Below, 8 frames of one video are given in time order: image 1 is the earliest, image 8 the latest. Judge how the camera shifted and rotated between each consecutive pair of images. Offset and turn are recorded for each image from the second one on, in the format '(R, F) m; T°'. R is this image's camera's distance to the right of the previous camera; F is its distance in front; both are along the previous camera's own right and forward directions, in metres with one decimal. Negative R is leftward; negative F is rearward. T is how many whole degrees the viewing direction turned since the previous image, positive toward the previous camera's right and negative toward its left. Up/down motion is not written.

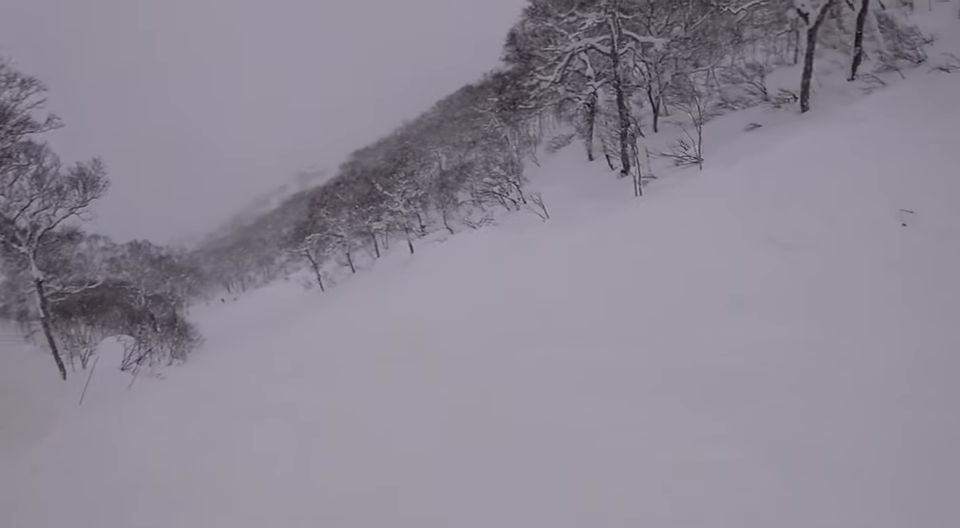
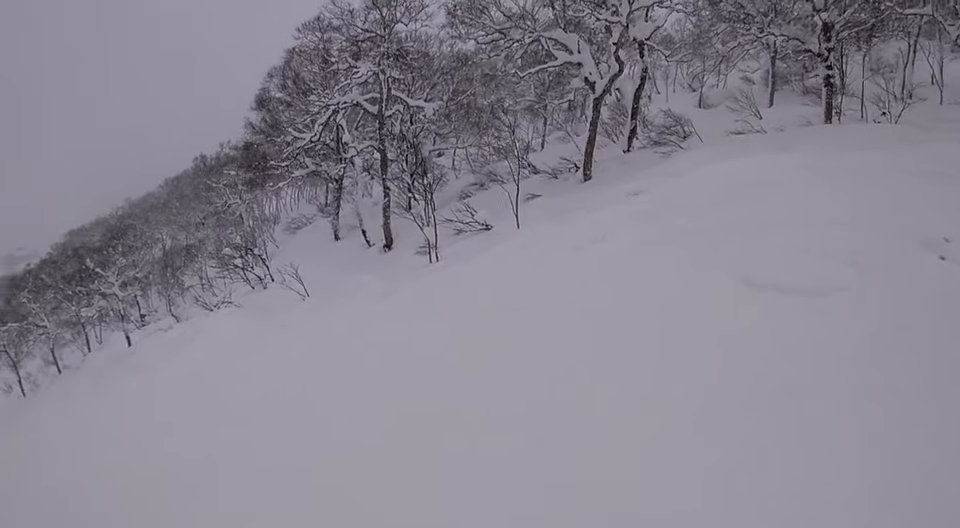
(+0.3, +5.0) m; +3°
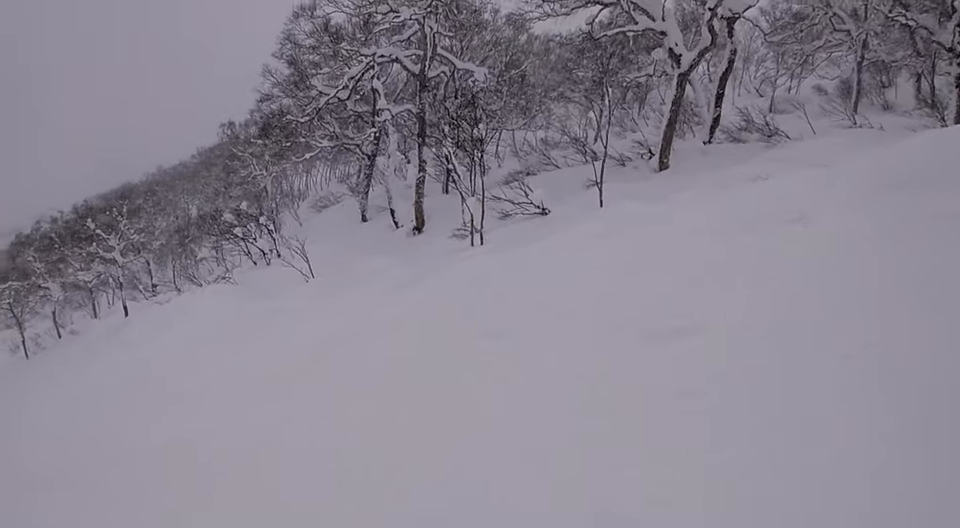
(0.0, +3.6) m; -7°
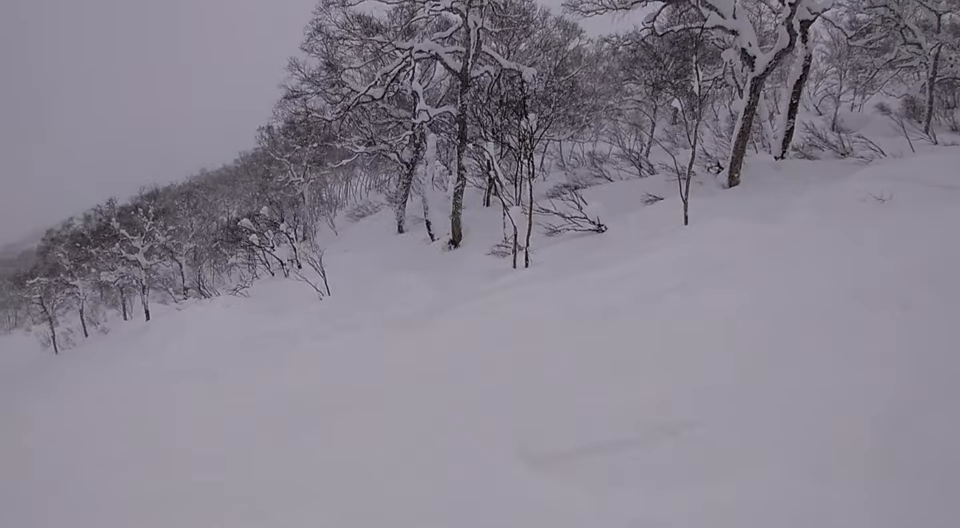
(+0.3, +2.4) m; -17°
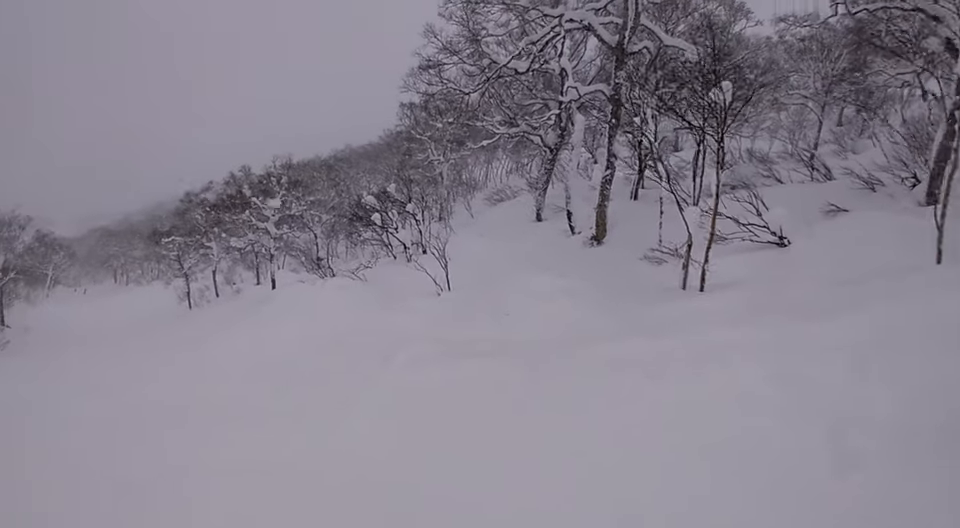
(-1.2, +2.5) m; -38°
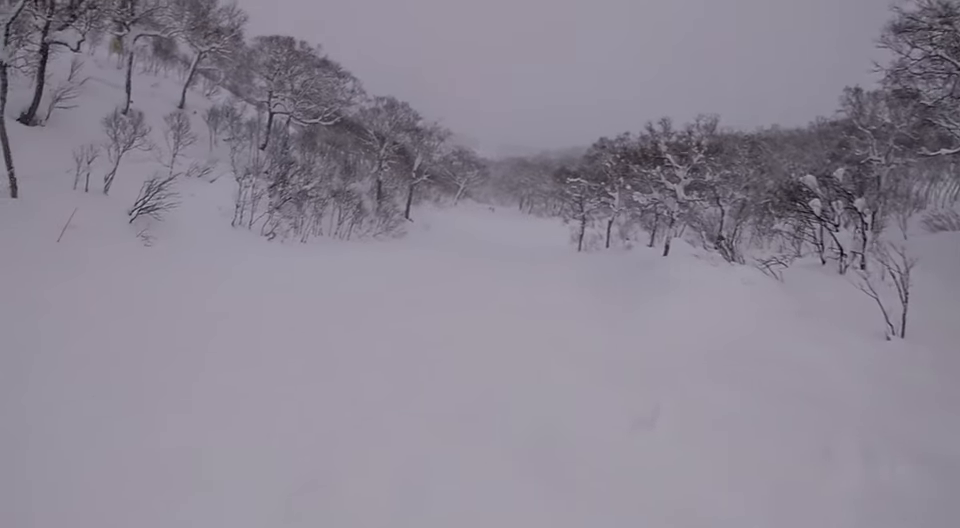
(-1.7, +4.4) m; -30°
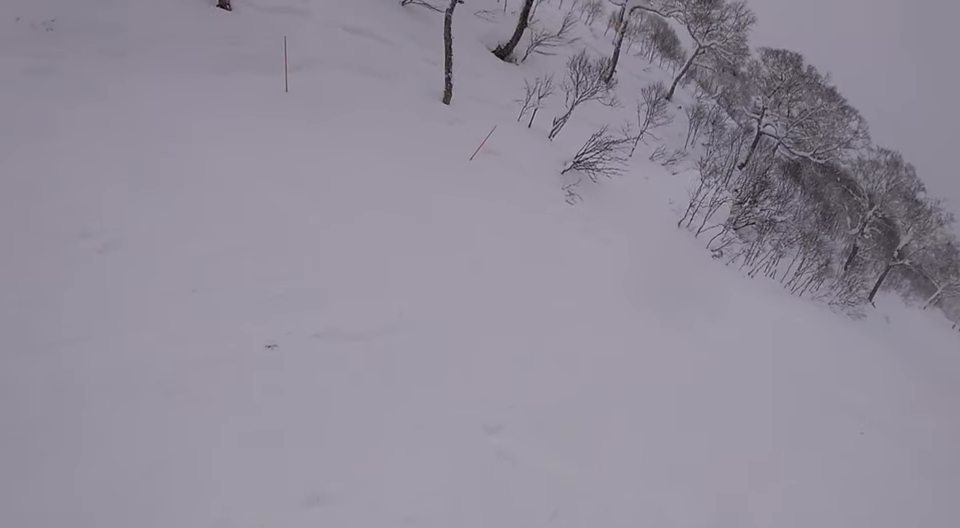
(-0.6, +5.3) m; +3°
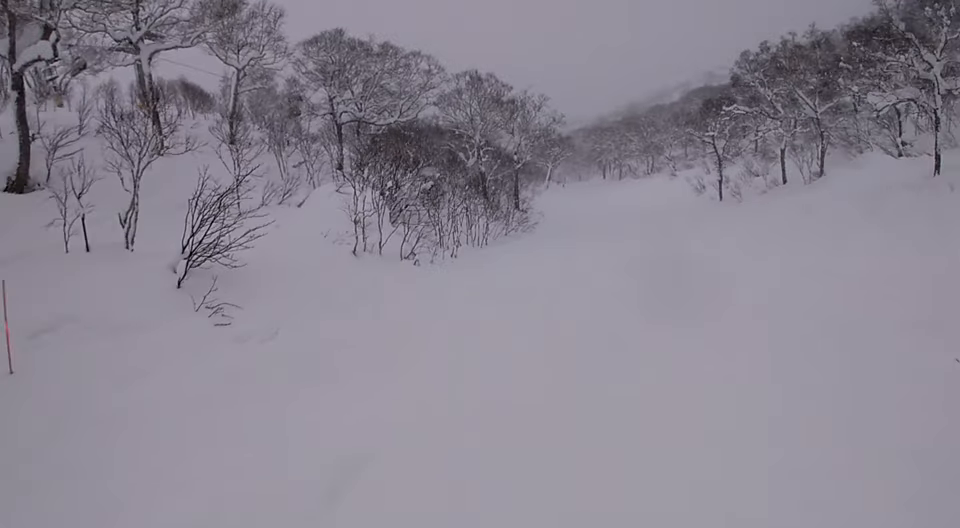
(+3.3, +6.8) m; +56°
